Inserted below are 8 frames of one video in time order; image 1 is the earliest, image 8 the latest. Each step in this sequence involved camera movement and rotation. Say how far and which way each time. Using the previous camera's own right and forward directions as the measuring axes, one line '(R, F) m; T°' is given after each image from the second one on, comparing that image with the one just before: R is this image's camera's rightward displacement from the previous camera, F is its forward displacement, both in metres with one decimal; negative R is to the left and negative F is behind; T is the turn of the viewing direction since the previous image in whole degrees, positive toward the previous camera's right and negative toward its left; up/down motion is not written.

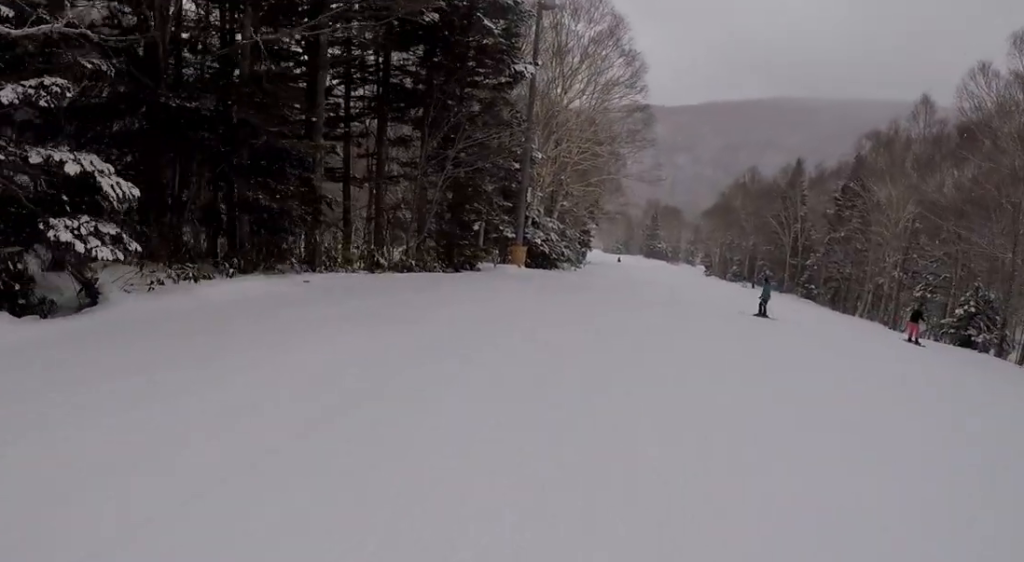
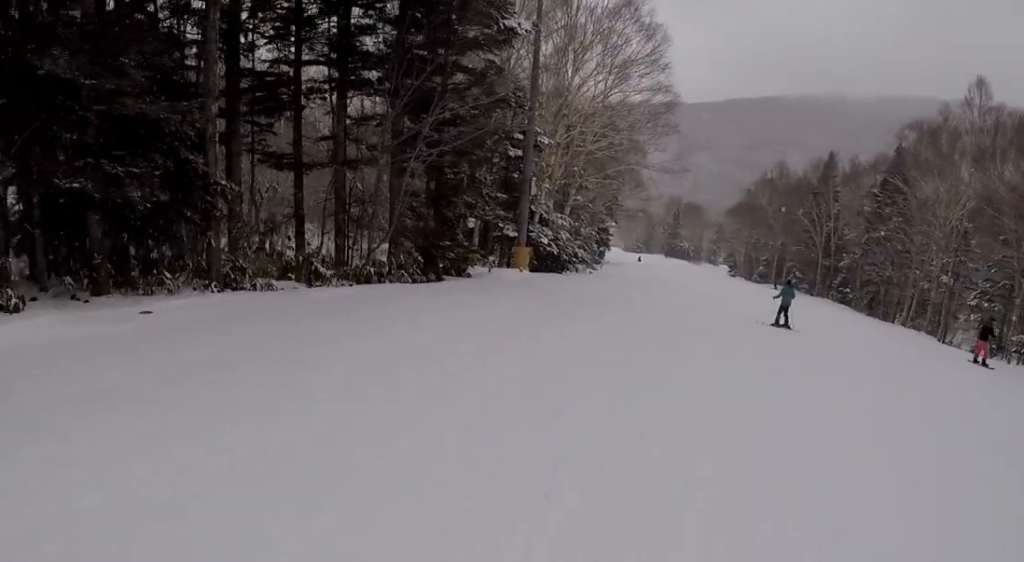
(+0.5, +5.0) m; -1°
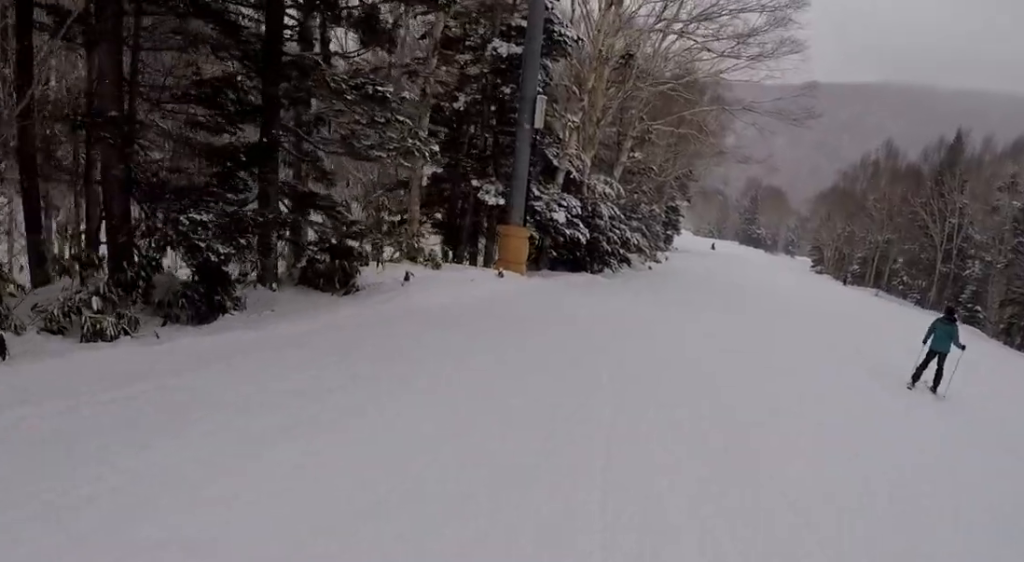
(-1.0, +14.7) m; +3°
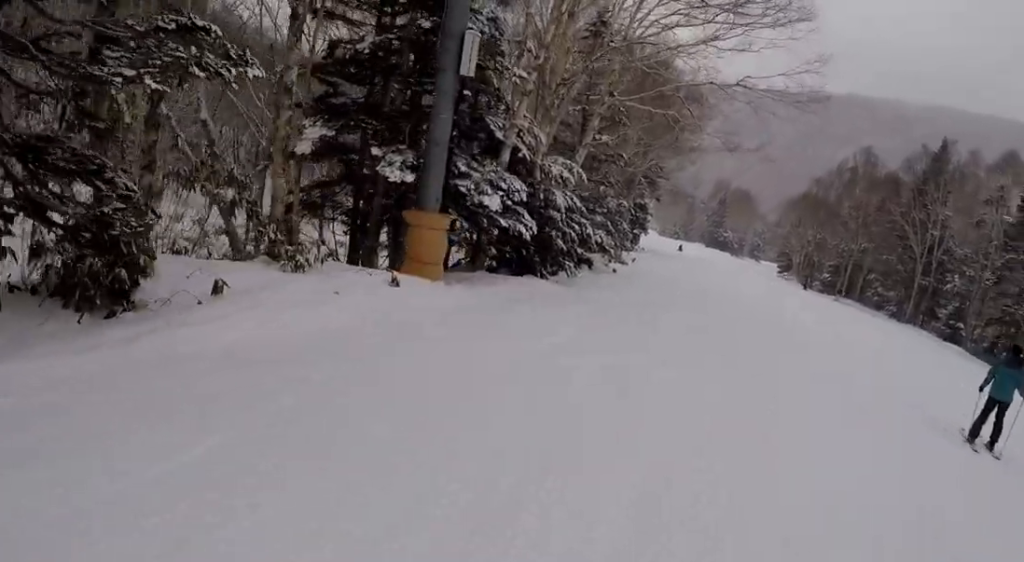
(+0.1, +4.8) m; -2°
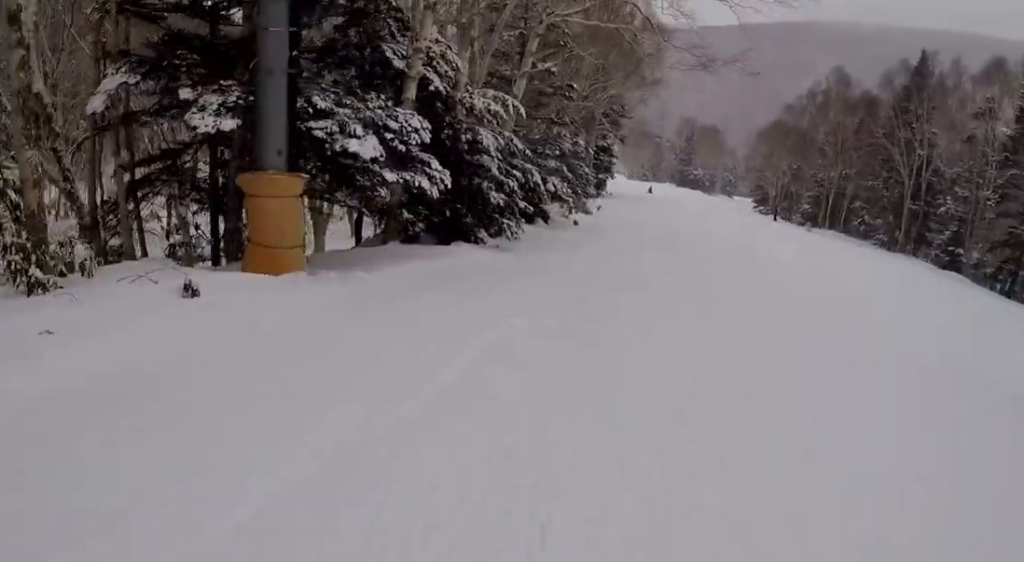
(+0.2, +4.0) m; -4°
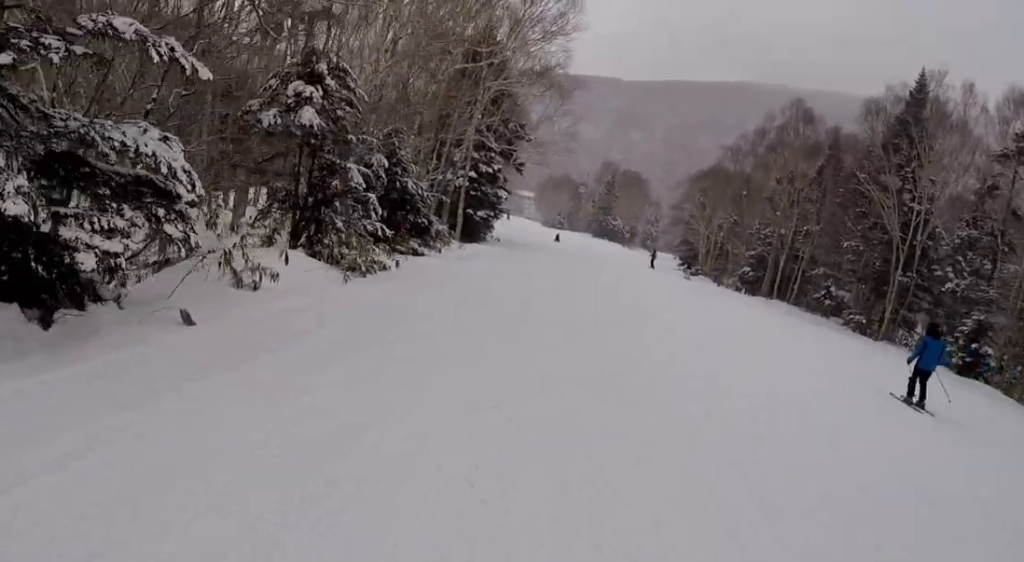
(-0.4, +16.9) m; +9°
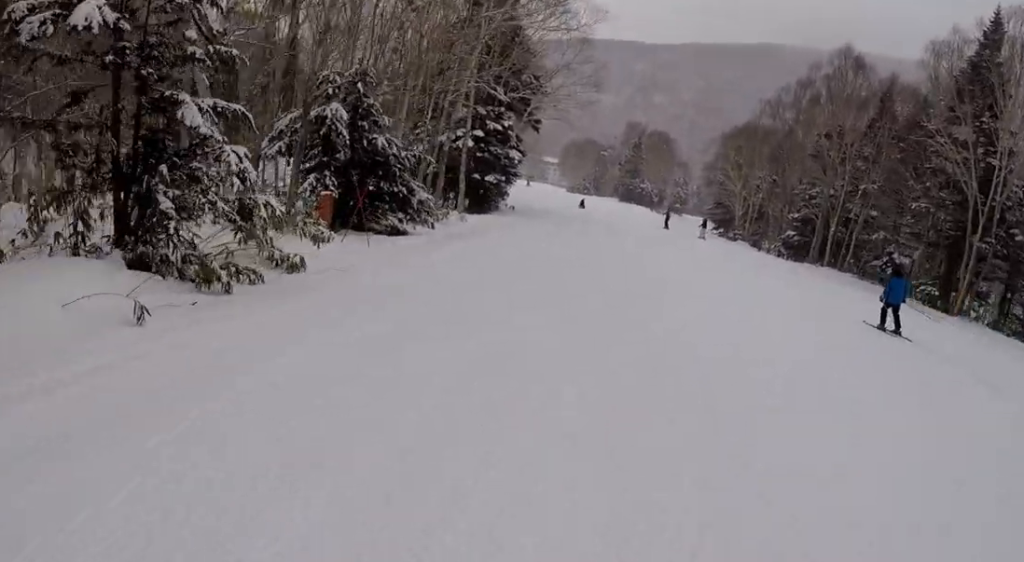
(+0.5, +6.1) m; +3°
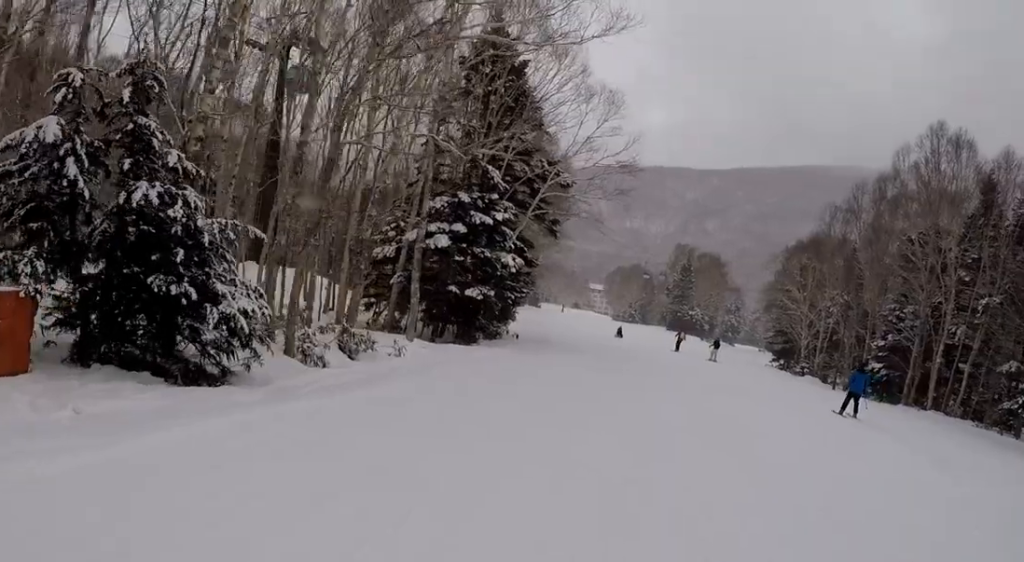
(-0.1, +11.0) m; -9°
